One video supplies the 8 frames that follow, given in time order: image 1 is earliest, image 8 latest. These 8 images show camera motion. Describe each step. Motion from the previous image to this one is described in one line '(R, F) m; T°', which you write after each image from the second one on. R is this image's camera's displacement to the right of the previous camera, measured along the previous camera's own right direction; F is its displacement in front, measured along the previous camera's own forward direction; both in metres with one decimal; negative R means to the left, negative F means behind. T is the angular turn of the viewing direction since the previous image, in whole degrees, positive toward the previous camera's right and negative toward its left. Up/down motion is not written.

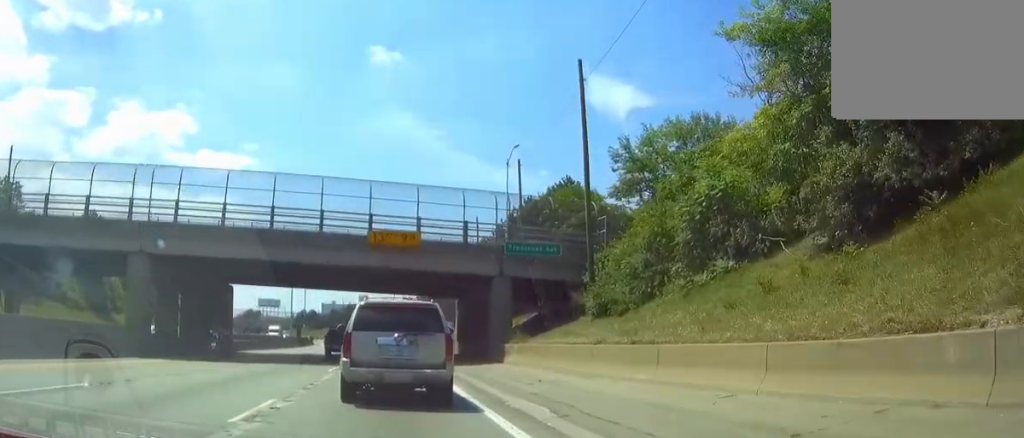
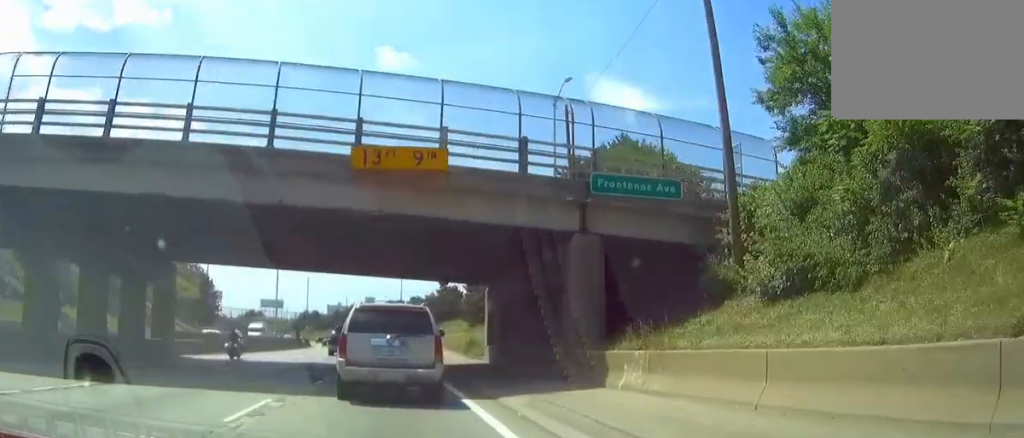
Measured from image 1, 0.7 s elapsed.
(-0.1, +14.4) m; 0°
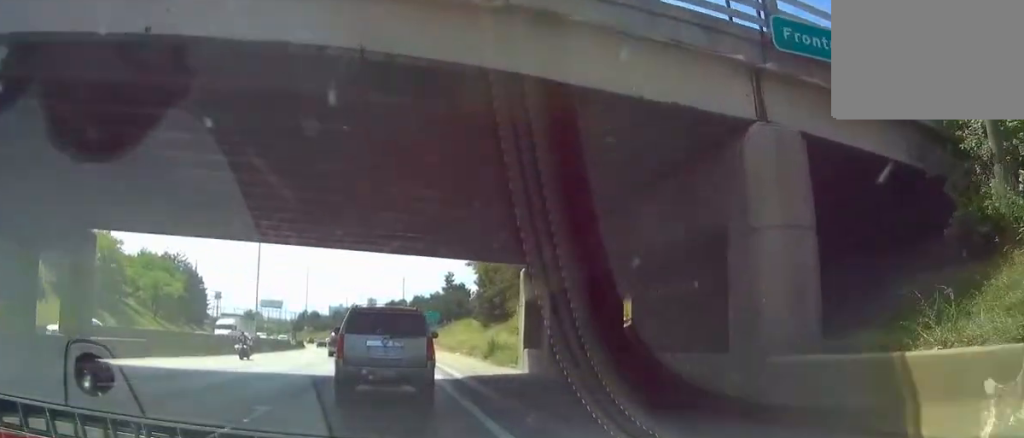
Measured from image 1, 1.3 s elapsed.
(-0.1, +10.9) m; +1°
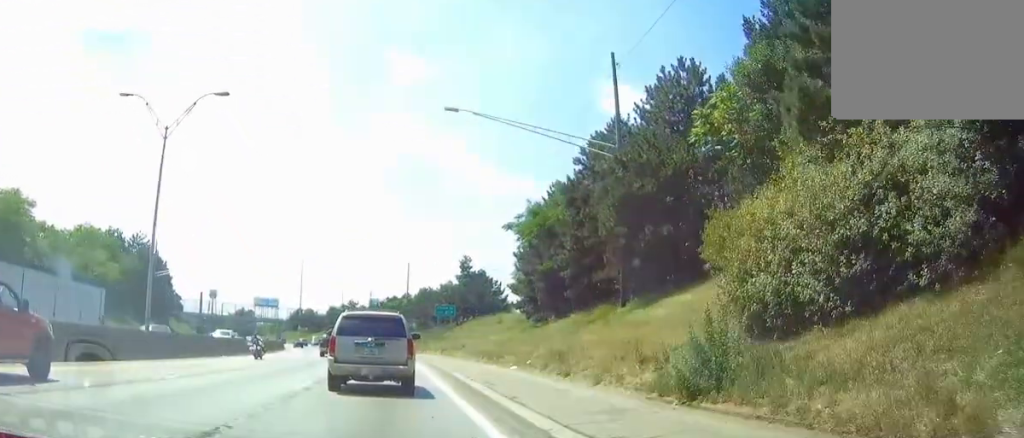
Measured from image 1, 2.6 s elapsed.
(+1.0, +27.9) m; +4°
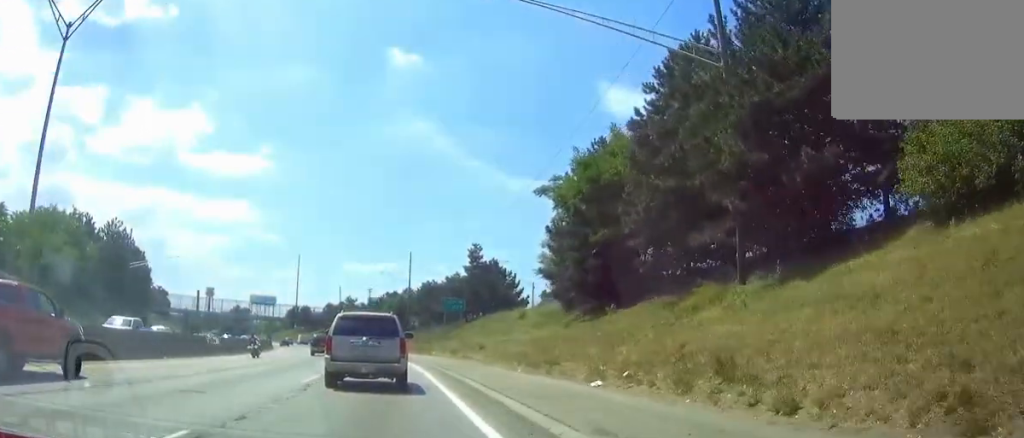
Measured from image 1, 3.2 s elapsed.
(+0.6, +13.1) m; -1°
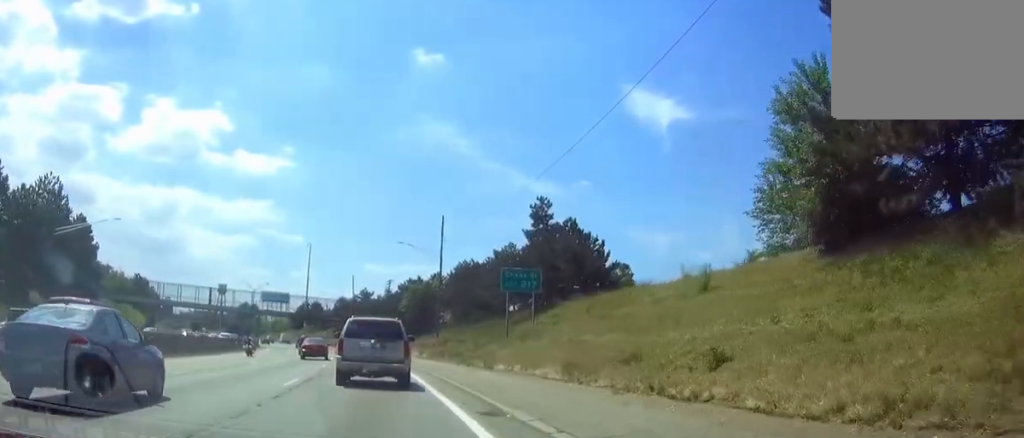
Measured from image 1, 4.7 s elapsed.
(-2.6, +33.0) m; -8°
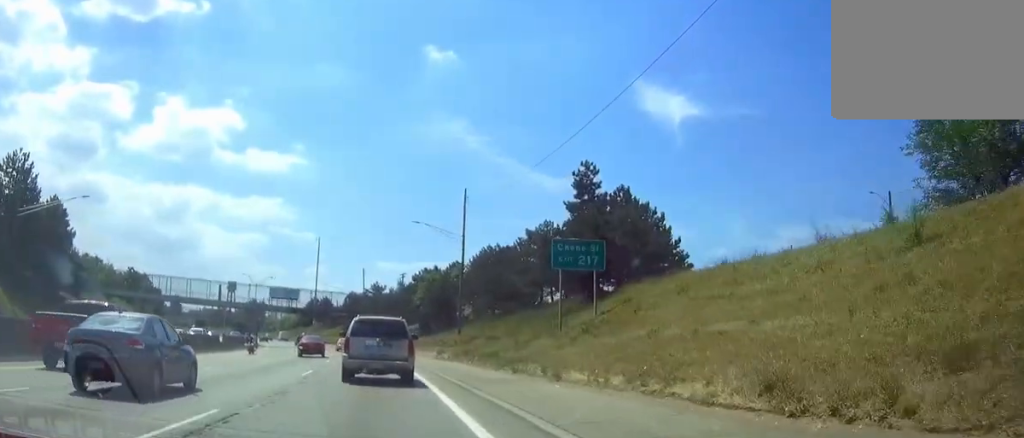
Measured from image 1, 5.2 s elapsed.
(-0.3, +11.6) m; -1°
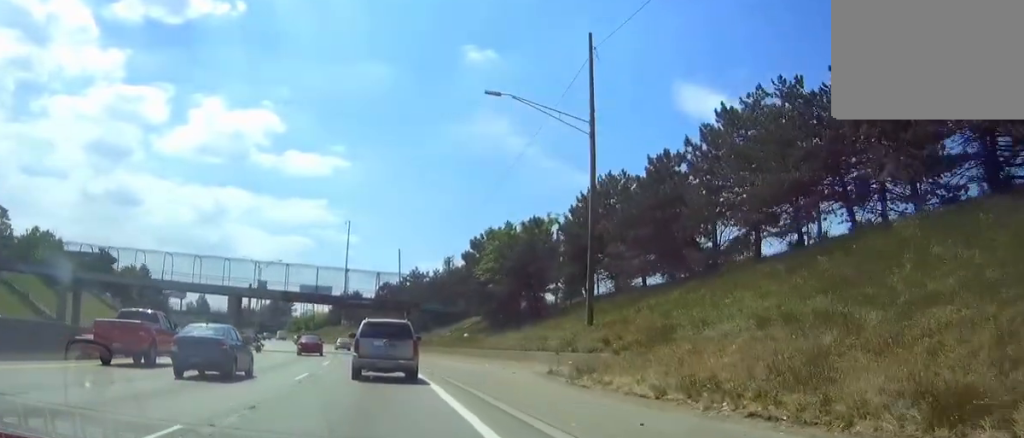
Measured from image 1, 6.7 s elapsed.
(-0.5, +34.0) m; -2°
